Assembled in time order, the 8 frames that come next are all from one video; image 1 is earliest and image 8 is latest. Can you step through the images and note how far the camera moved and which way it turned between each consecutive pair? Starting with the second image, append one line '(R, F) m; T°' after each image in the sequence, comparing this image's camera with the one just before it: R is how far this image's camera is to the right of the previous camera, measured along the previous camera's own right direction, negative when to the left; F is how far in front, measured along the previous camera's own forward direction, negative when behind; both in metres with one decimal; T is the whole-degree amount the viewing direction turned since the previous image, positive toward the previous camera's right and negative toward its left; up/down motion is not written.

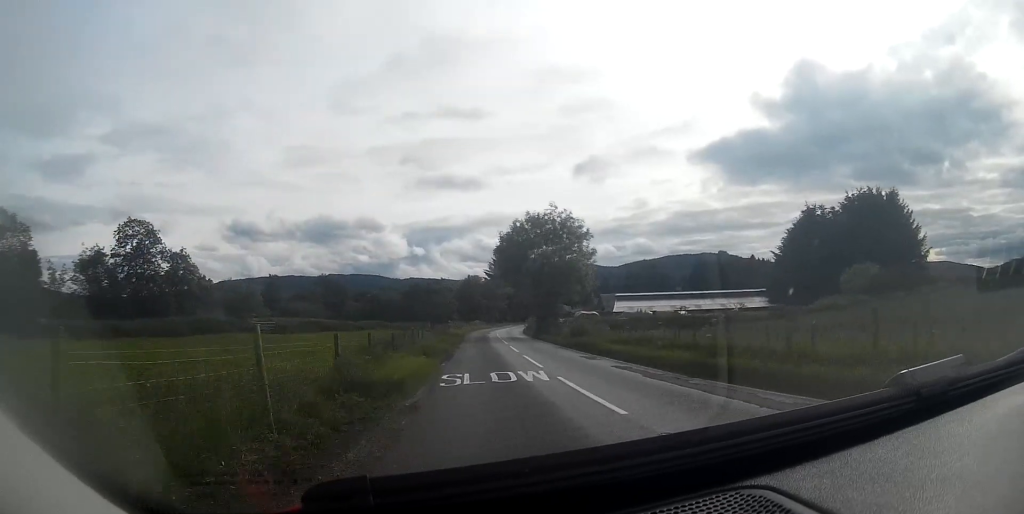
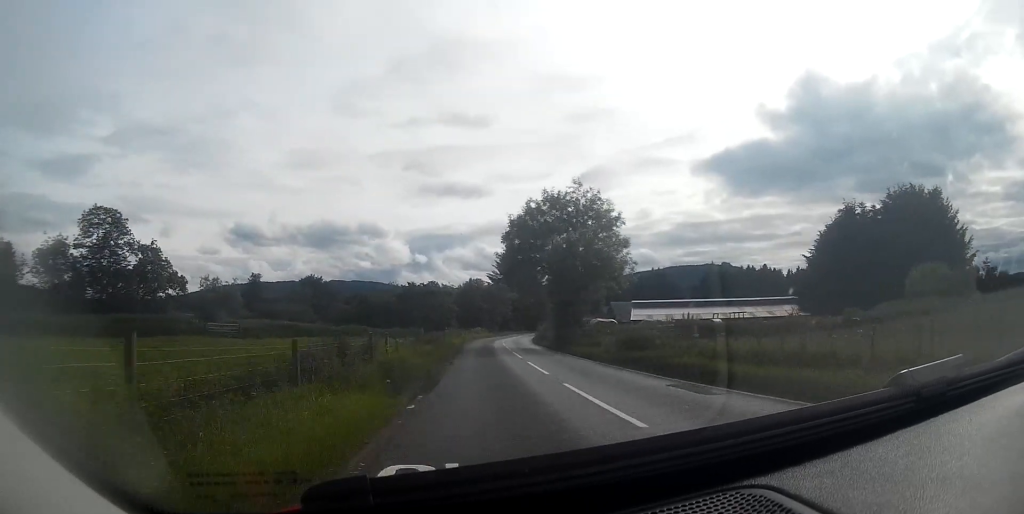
(0.0, +10.0) m; 0°
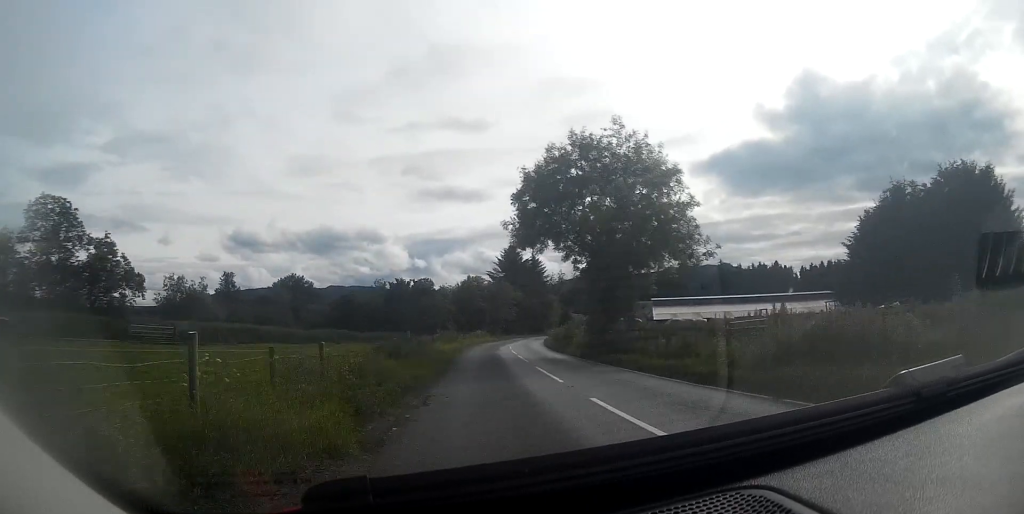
(0.0, +11.6) m; 0°
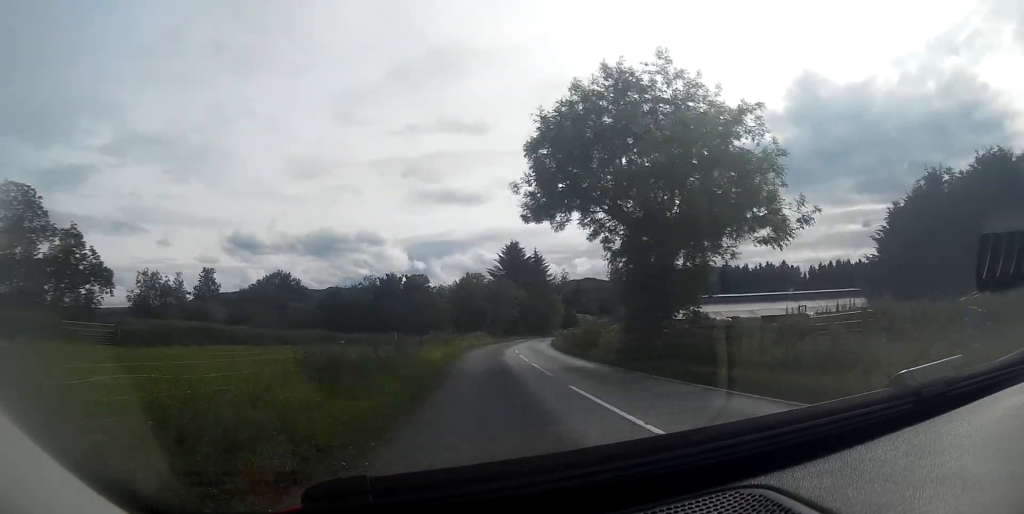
(0.0, +7.1) m; +1°
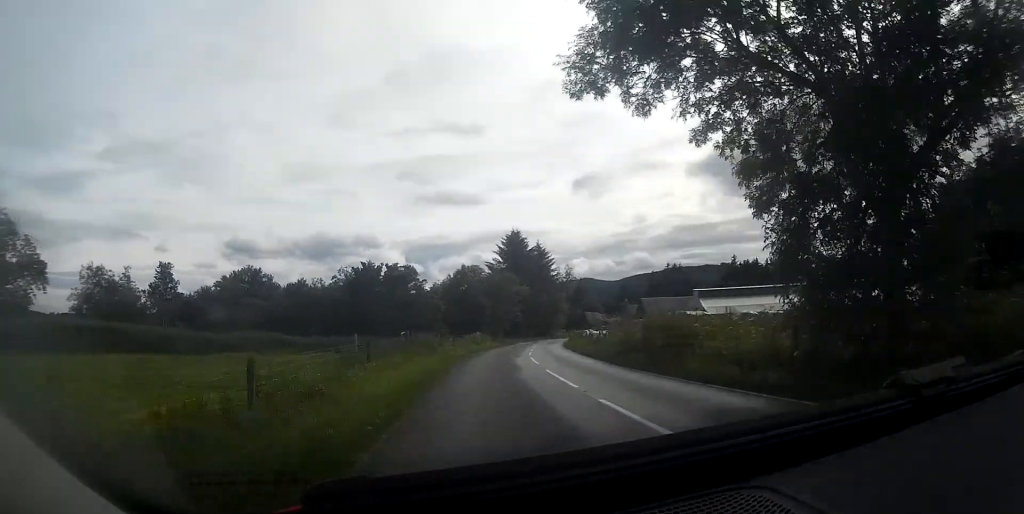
(+0.1, +12.0) m; 0°
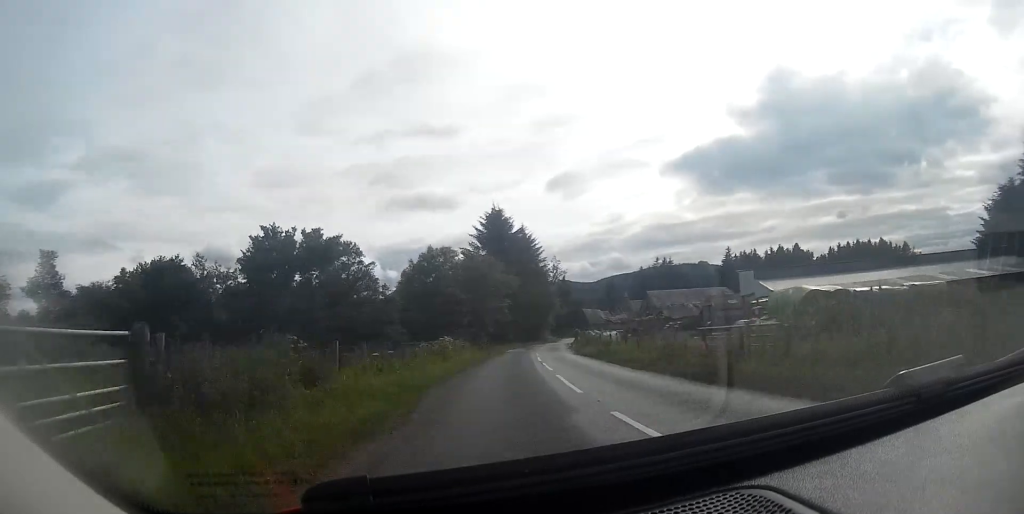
(0.0, +19.4) m; +1°
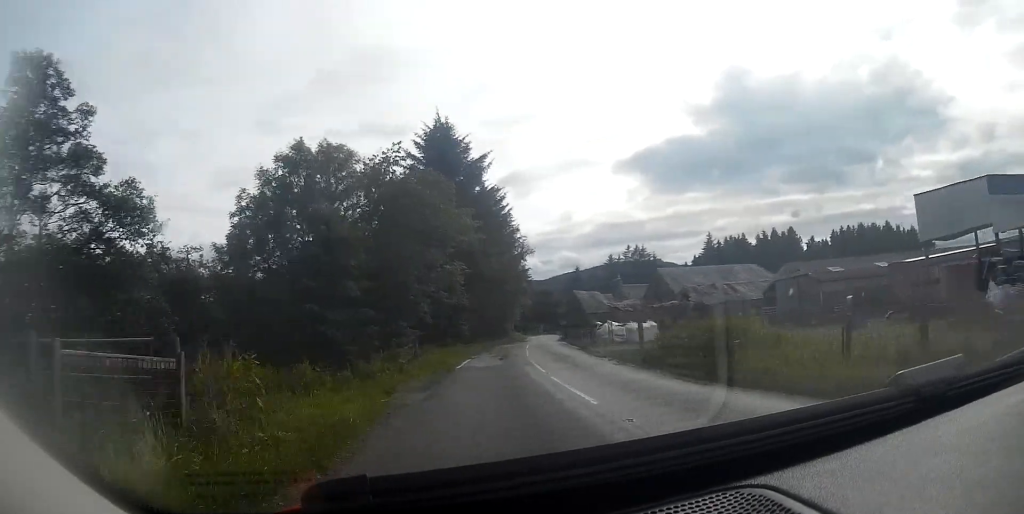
(+1.4, +30.3) m; +4°
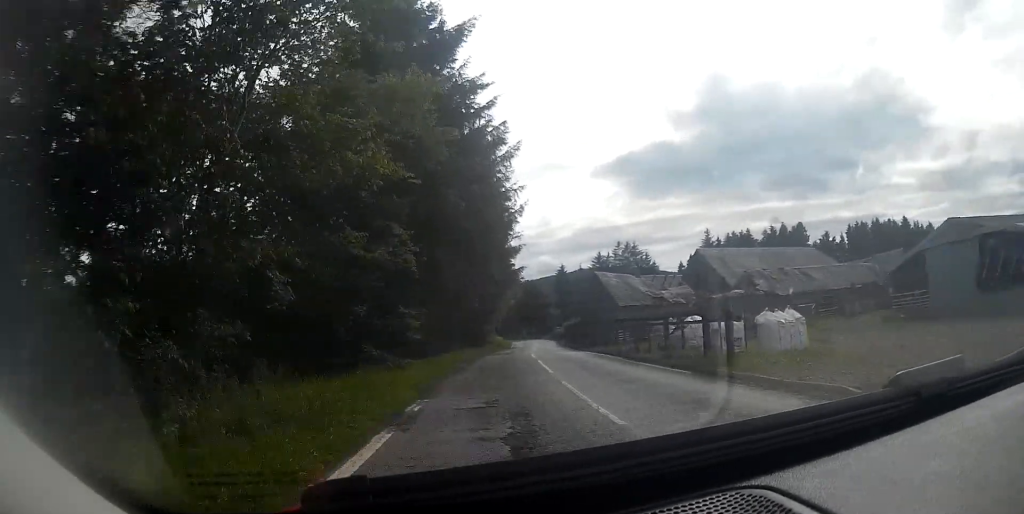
(+0.1, +20.1) m; +2°
